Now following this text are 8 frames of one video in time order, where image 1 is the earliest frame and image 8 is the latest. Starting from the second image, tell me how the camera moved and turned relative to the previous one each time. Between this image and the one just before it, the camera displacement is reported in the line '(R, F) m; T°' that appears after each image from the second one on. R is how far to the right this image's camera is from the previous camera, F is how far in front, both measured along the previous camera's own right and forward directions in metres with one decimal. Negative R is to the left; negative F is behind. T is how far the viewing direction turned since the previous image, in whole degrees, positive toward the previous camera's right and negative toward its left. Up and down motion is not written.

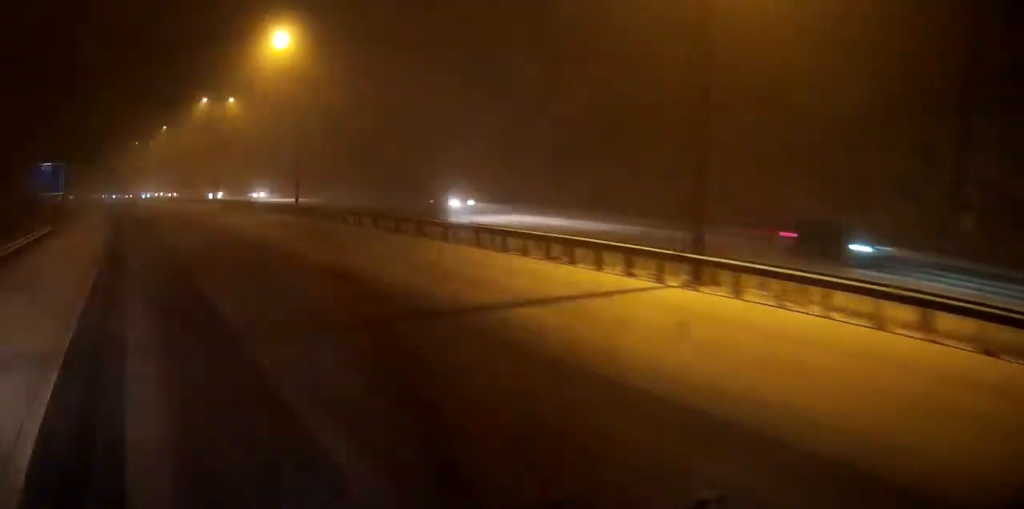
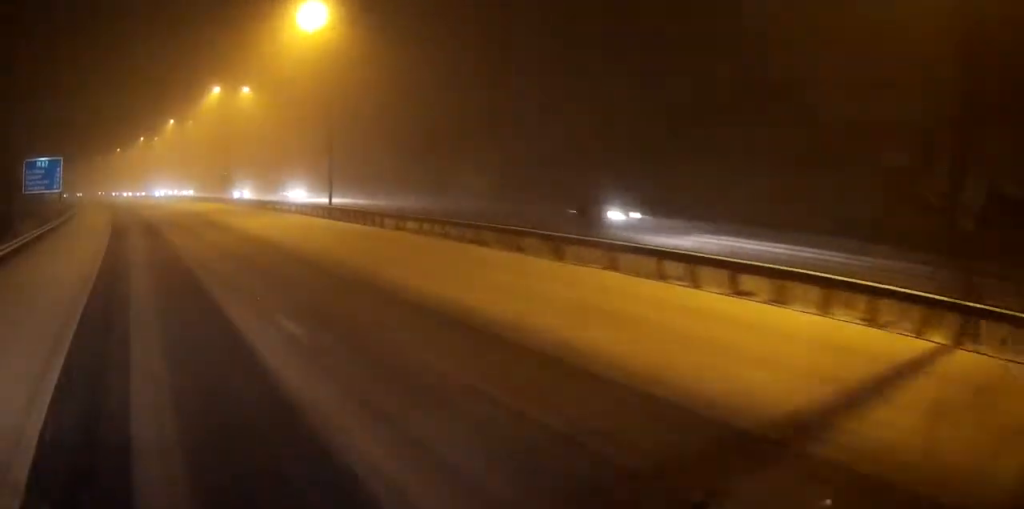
(0.0, +7.1) m; -1°
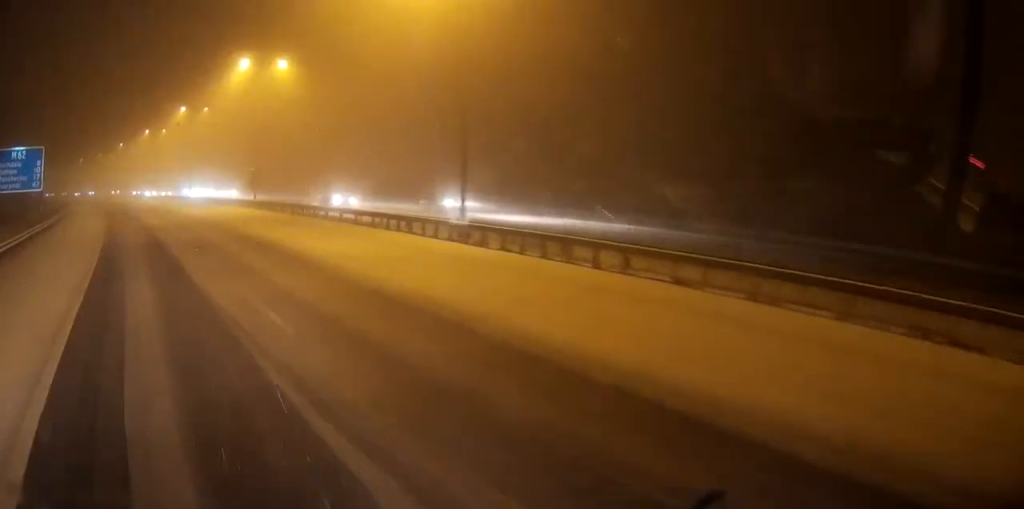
(-0.2, +16.9) m; -1°
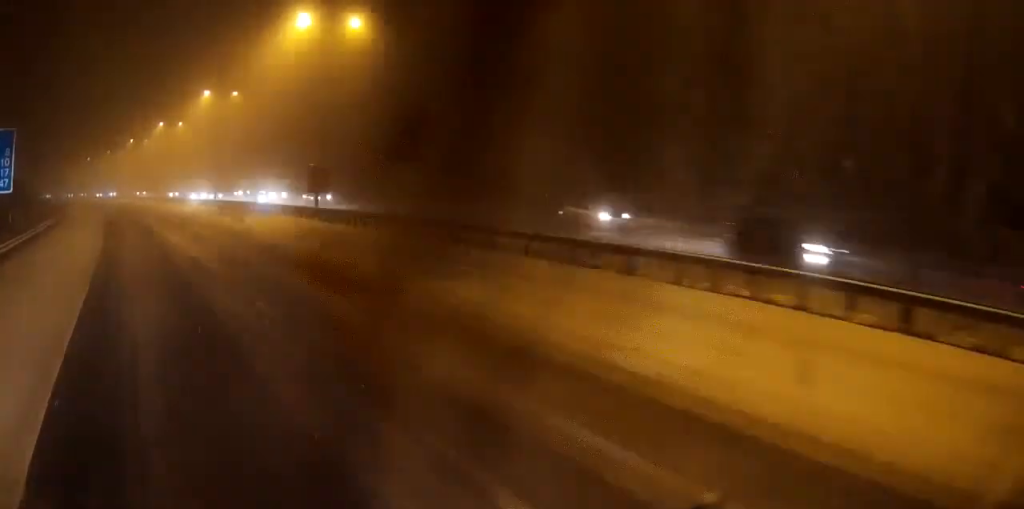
(-0.3, +17.3) m; -2°
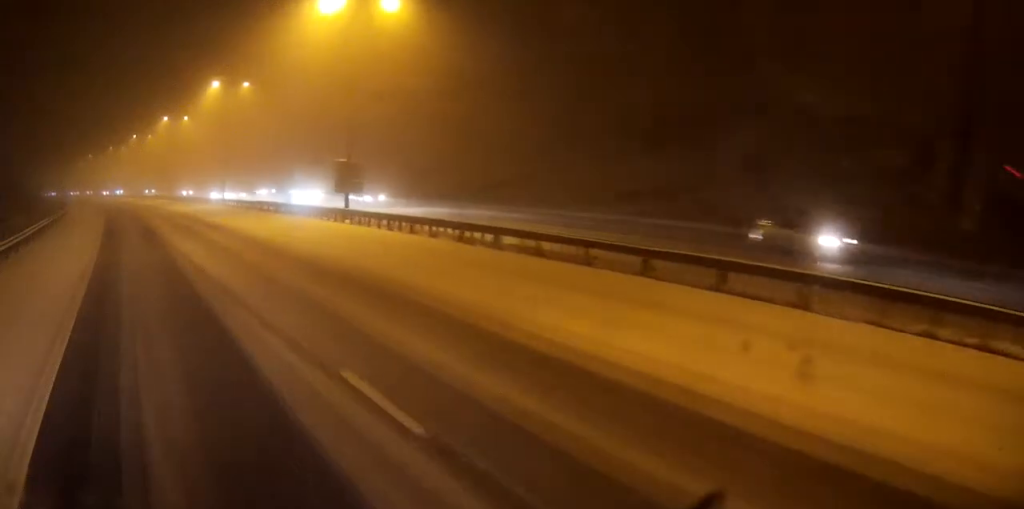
(-0.1, +5.5) m; -1°
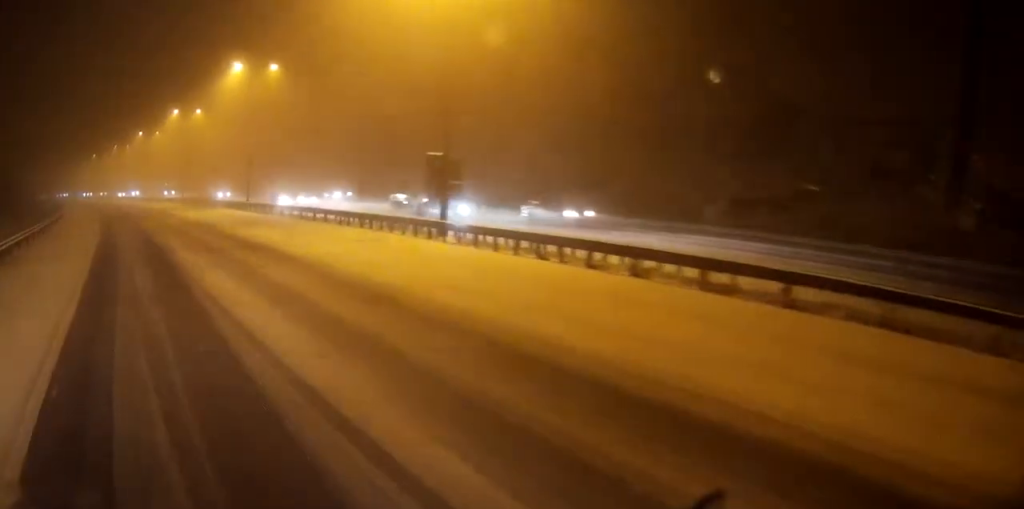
(-0.1, +11.3) m; 0°
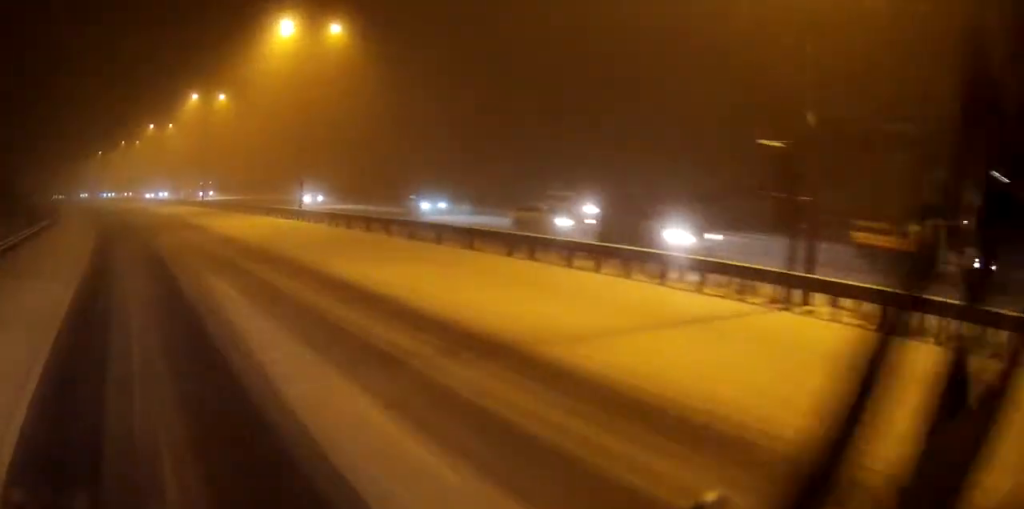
(+0.2, +15.5) m; 0°
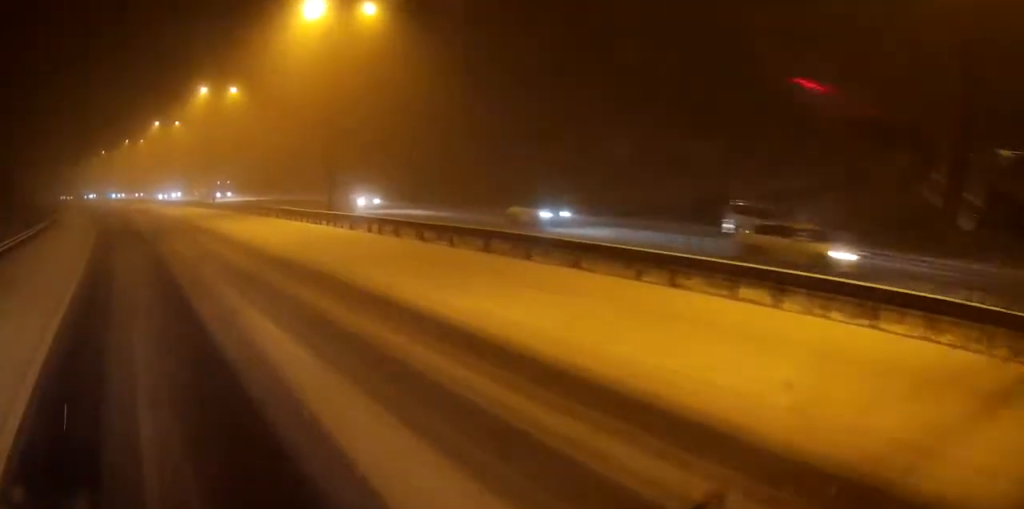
(0.0, +5.5) m; 0°
